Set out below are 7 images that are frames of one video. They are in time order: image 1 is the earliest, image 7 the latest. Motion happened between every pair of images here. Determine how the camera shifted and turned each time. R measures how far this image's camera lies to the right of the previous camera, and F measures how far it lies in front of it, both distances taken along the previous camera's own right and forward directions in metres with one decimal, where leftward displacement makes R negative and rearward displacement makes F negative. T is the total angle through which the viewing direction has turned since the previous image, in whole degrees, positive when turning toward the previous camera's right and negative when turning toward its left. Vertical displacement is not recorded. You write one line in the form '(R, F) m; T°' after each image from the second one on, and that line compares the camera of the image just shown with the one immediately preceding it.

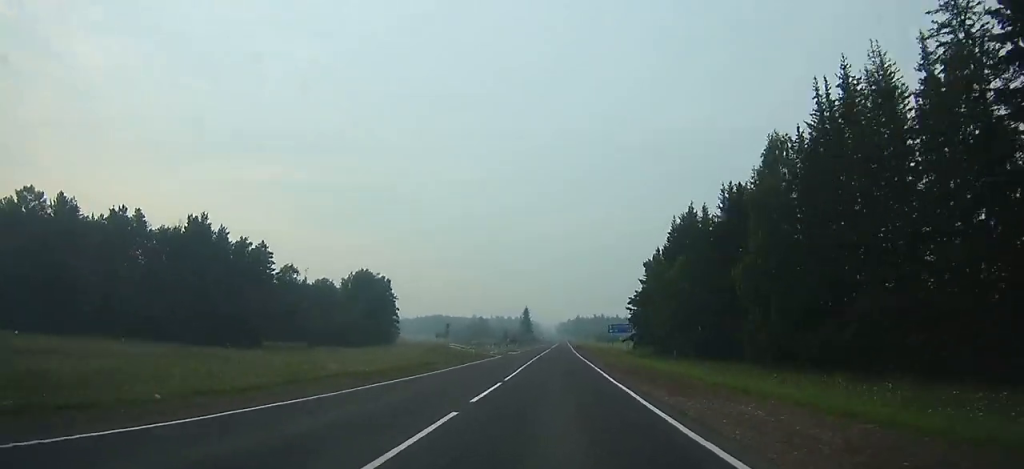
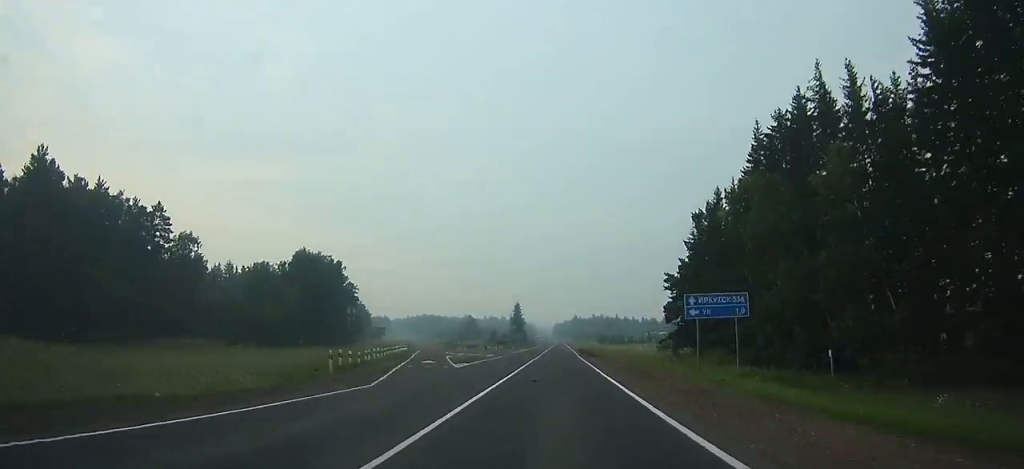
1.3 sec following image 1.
(+0.1, +37.7) m; 0°
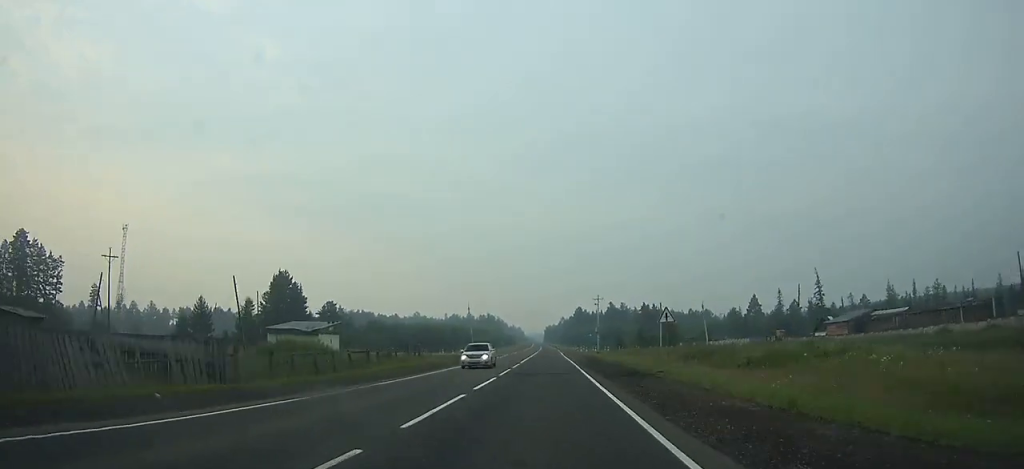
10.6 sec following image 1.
(+0.8, +248.1) m; 0°
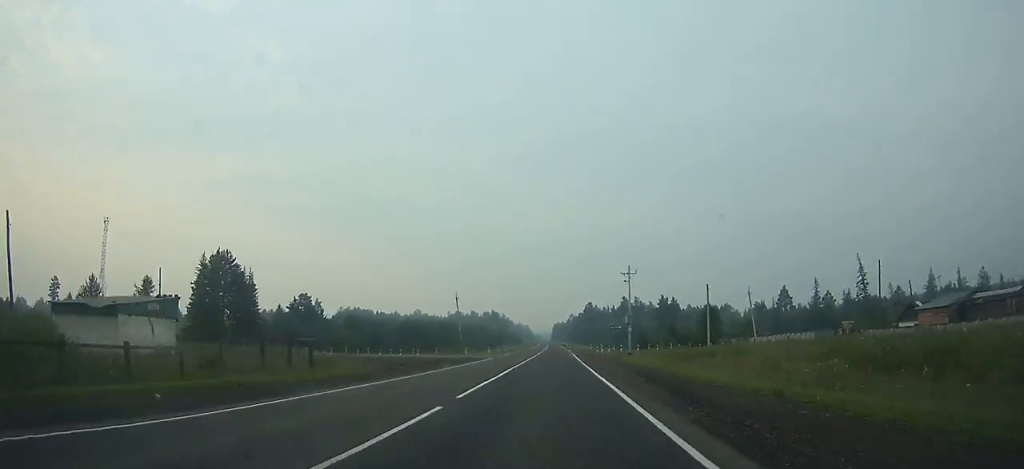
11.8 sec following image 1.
(-0.1, +28.9) m; 0°
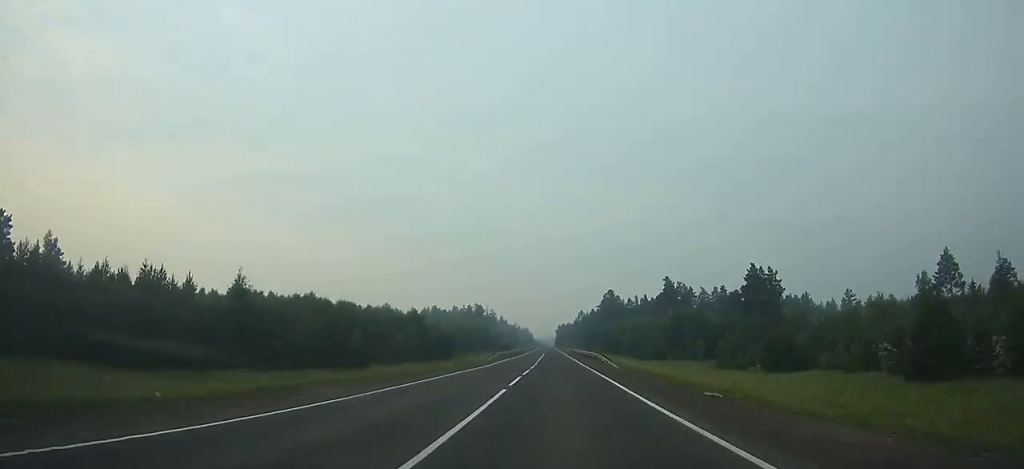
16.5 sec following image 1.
(-0.5, +115.2) m; 0°
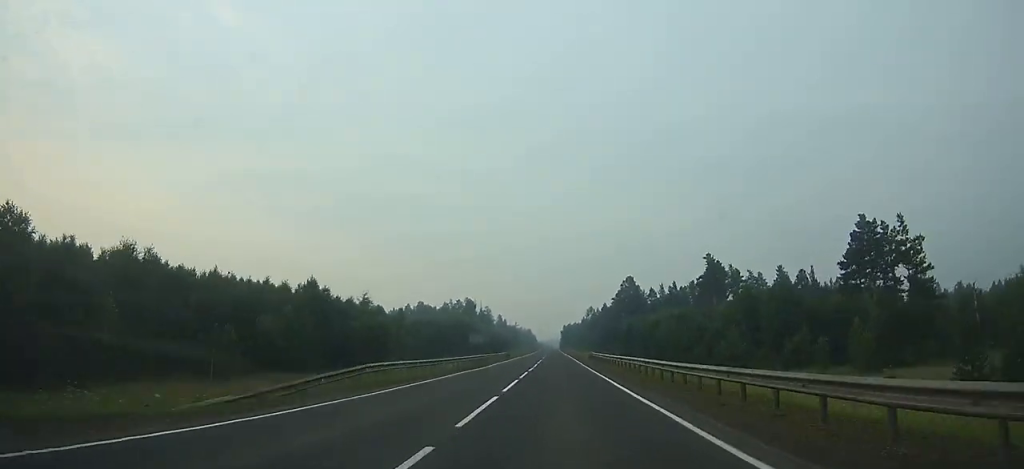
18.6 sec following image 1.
(0.0, +51.5) m; 0°
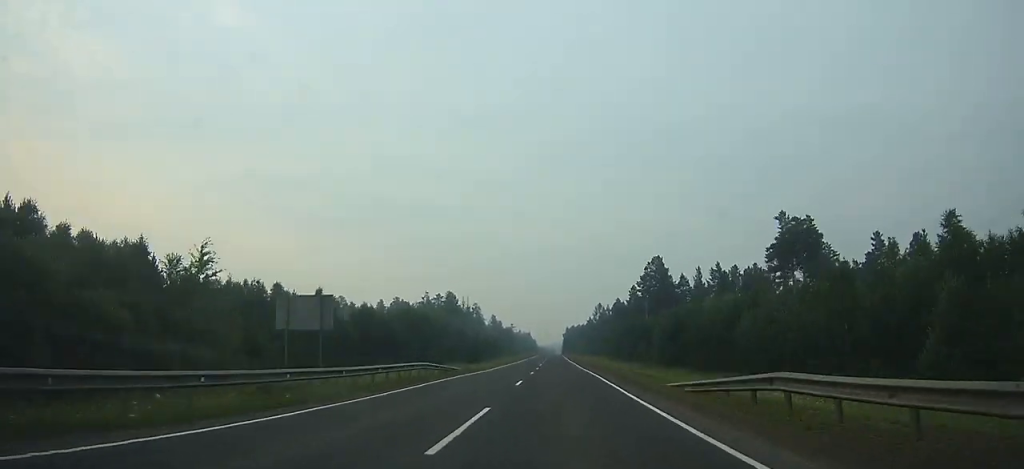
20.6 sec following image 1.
(-0.2, +48.7) m; 0°
